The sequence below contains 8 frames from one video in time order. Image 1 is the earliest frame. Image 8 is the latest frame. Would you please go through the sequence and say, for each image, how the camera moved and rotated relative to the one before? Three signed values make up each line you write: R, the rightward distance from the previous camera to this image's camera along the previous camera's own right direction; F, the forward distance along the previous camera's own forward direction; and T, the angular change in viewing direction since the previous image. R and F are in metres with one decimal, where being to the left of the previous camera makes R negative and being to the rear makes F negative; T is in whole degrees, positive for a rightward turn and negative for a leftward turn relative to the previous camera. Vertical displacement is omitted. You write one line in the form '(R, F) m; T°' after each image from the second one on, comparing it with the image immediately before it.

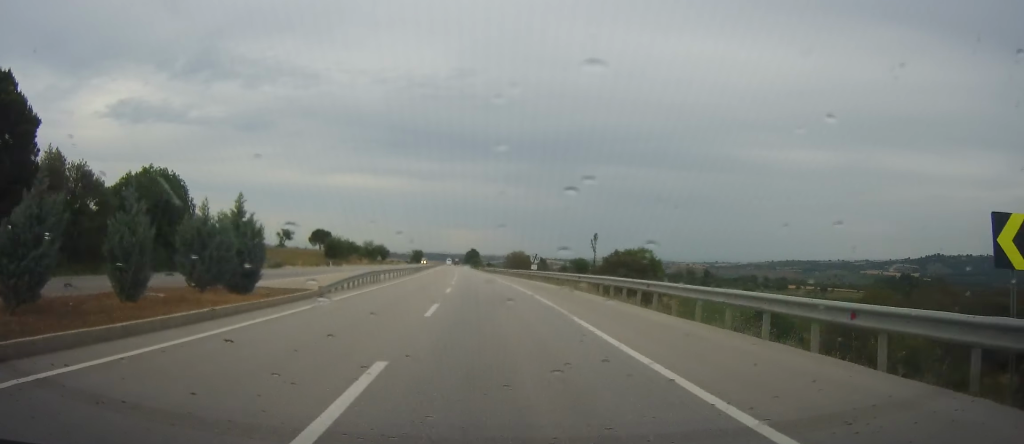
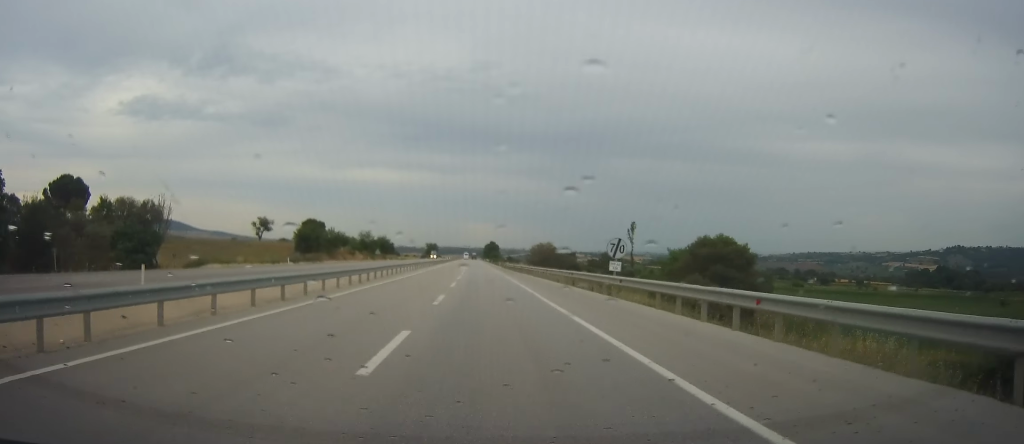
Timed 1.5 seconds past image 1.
(-0.7, +32.2) m; -4°
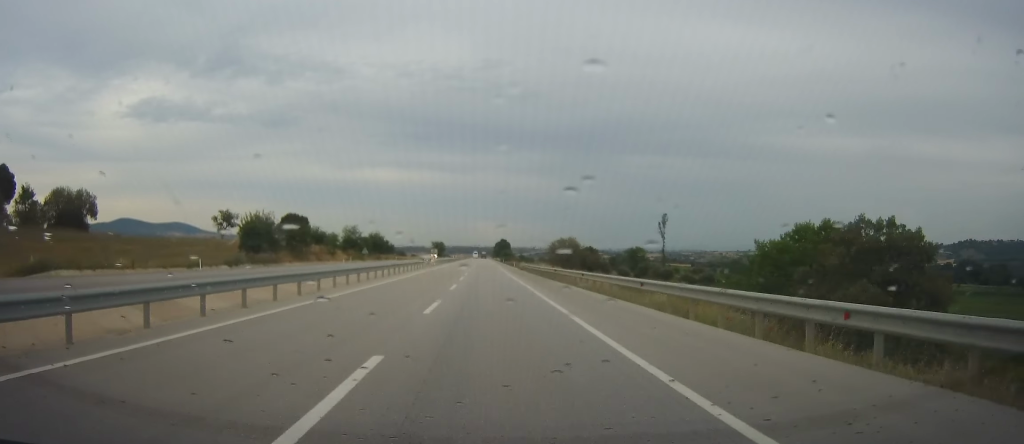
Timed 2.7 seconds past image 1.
(-0.7, +26.4) m; -2°
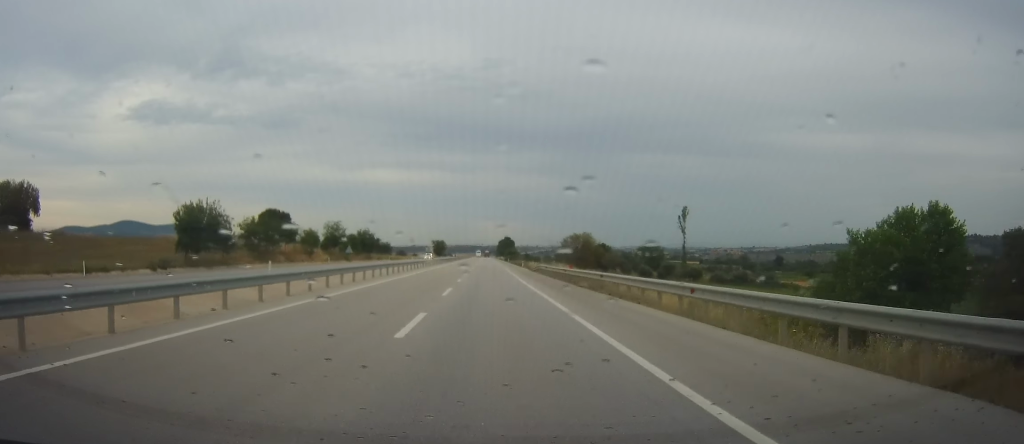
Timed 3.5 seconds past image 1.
(+0.1, +16.6) m; -1°
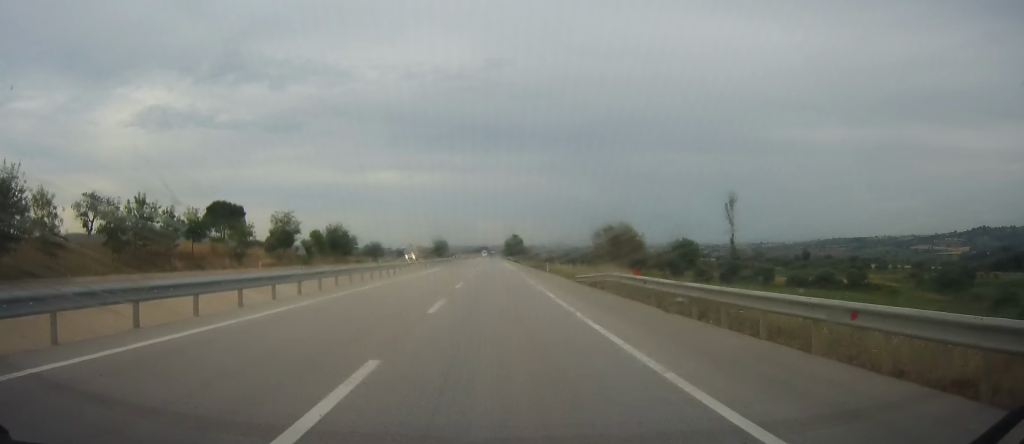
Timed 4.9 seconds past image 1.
(-0.3, +29.9) m; 0°
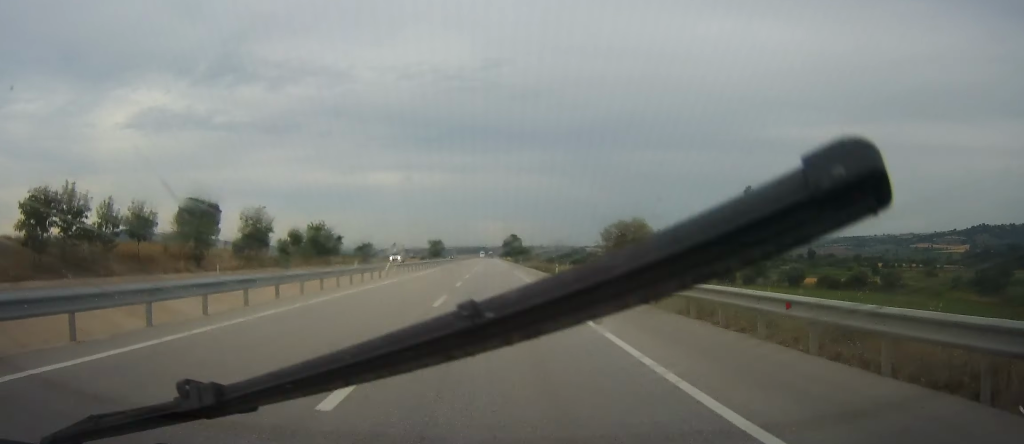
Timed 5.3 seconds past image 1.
(+0.2, +9.6) m; 0°
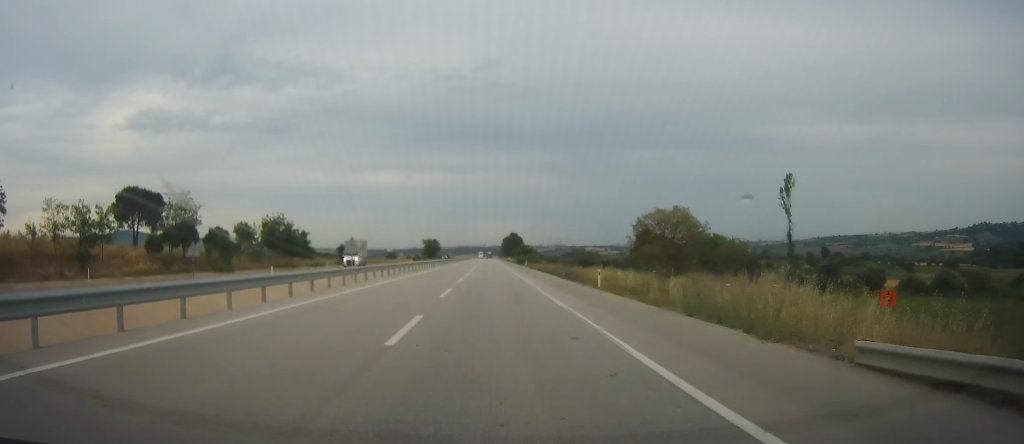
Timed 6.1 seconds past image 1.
(-0.2, +18.9) m; -1°
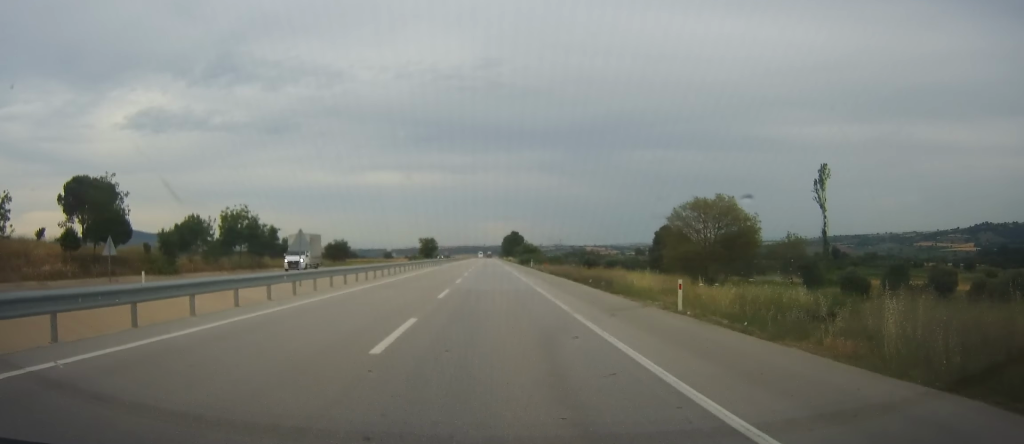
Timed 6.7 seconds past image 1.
(-0.1, +12.4) m; -1°
